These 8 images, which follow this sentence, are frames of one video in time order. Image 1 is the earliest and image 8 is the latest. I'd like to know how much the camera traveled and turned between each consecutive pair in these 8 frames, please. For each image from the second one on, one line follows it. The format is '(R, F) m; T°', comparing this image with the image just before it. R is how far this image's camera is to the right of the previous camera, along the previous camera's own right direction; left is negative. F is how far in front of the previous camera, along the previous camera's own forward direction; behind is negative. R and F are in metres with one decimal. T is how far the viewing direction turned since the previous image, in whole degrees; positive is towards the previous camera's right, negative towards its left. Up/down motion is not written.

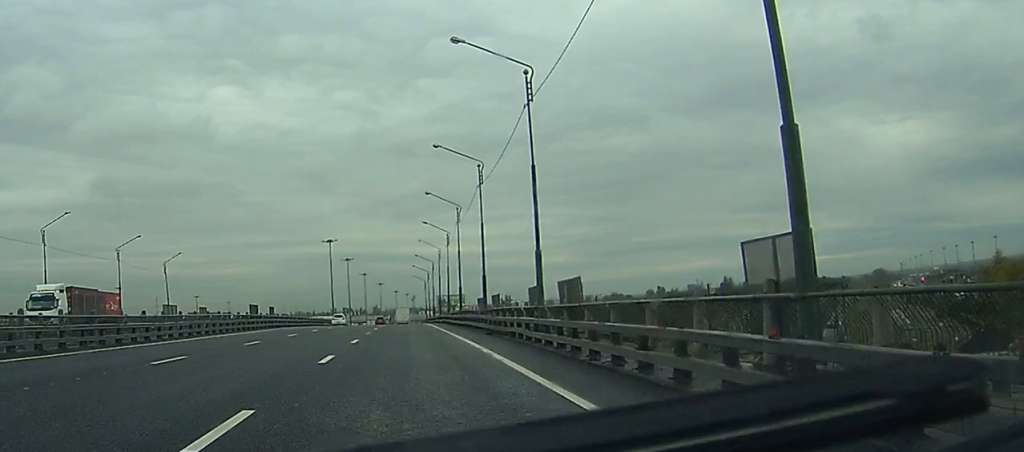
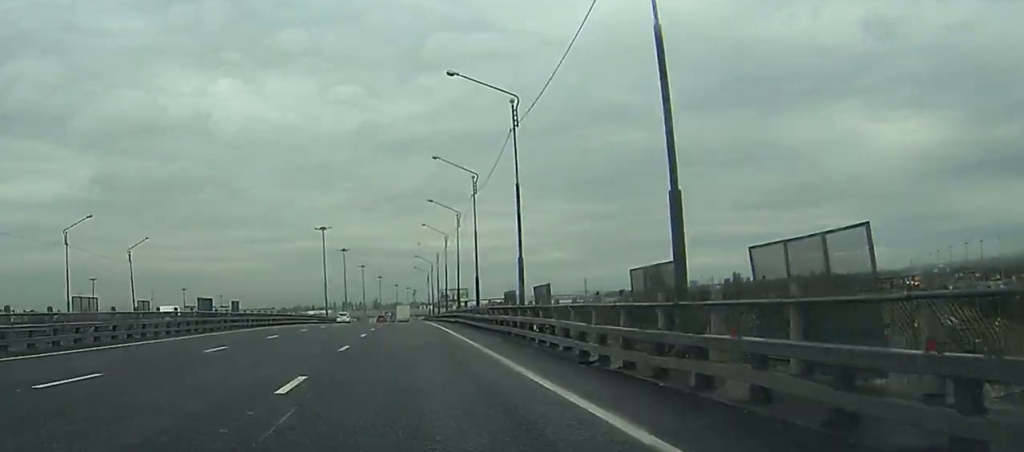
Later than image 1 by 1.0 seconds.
(0.0, +18.2) m; 0°
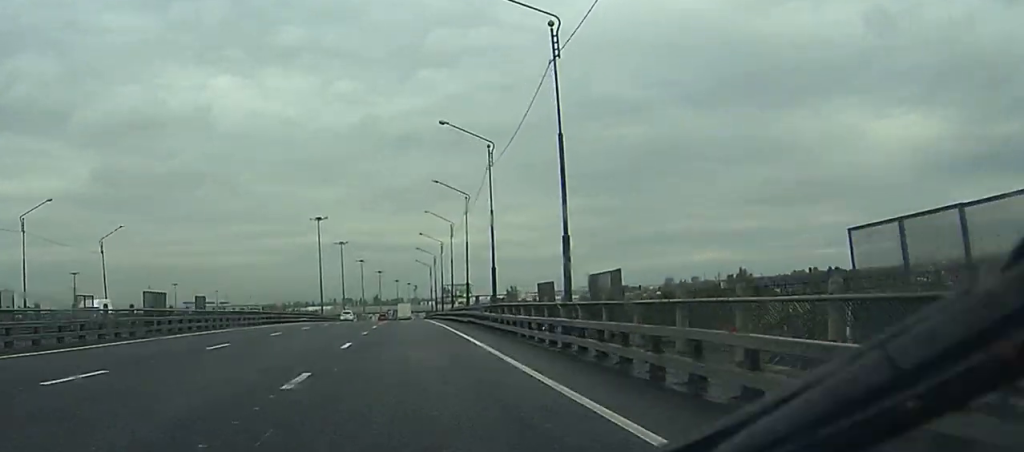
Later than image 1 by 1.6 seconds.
(0.0, +11.4) m; 0°
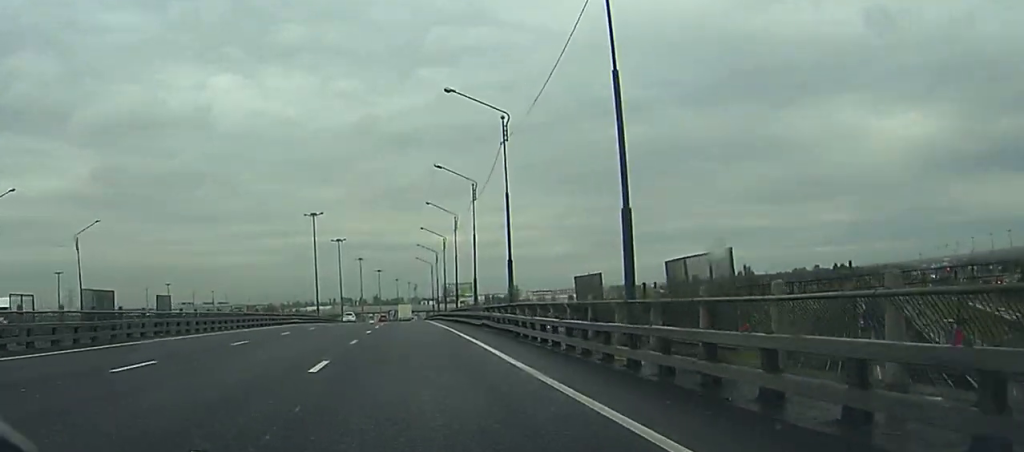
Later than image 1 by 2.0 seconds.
(-0.1, +8.4) m; 0°
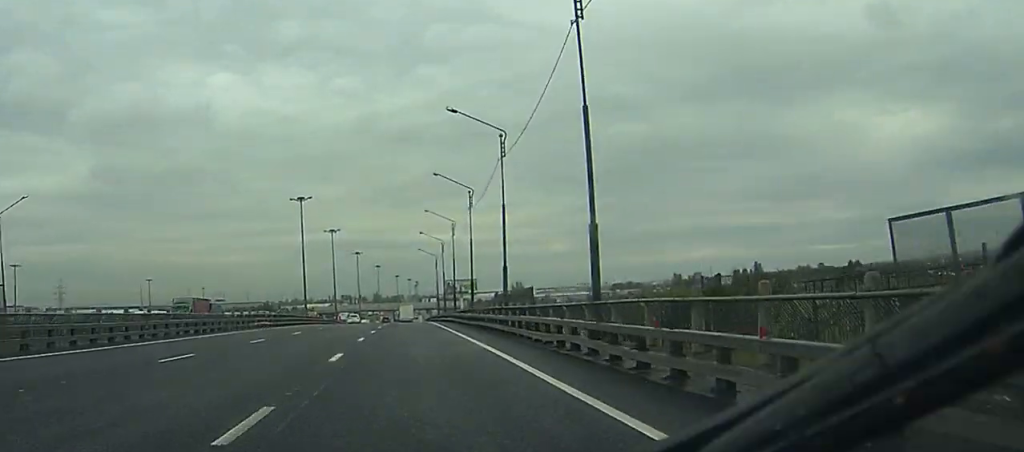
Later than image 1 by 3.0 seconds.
(-0.1, +20.1) m; 0°
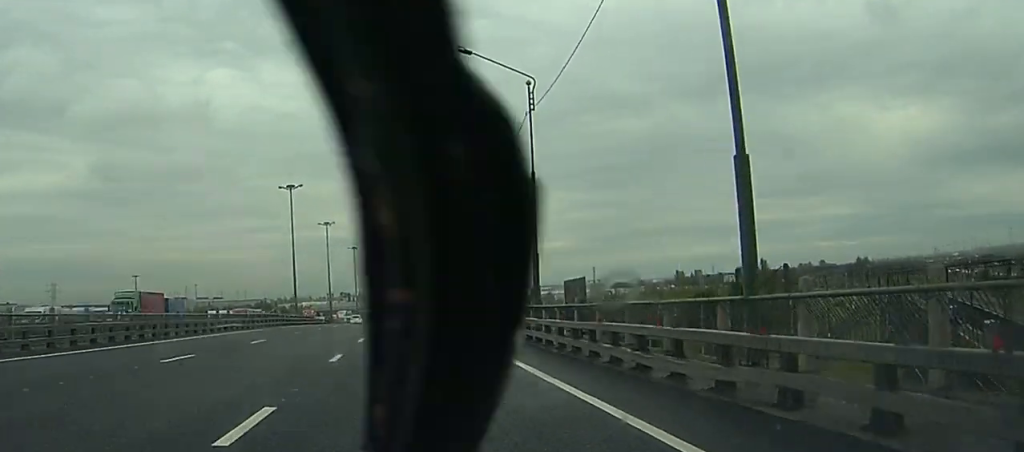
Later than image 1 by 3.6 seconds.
(0.0, +11.8) m; 0°
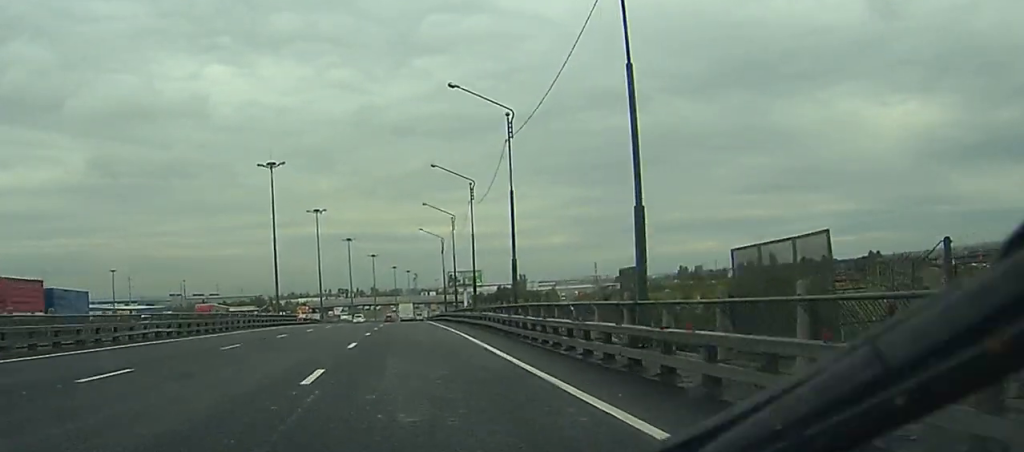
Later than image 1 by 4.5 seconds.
(0.0, +17.1) m; 0°
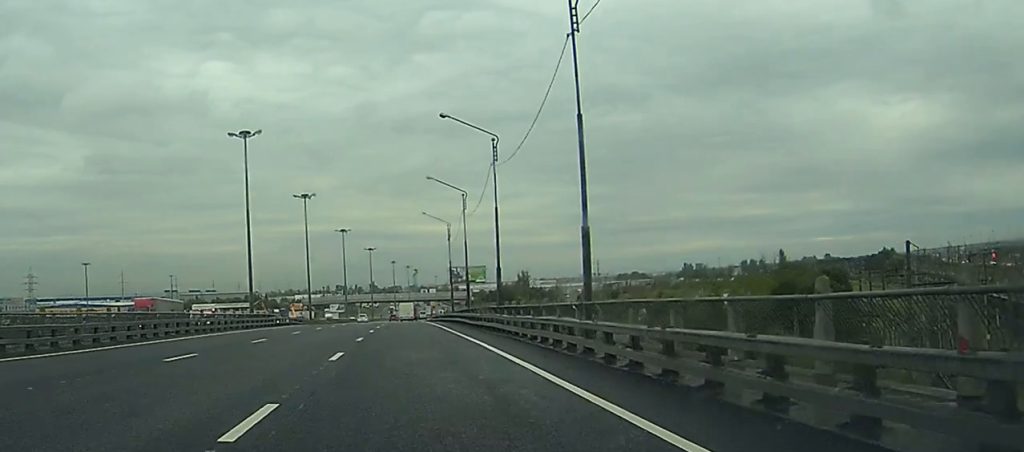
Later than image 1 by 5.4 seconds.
(0.0, +17.9) m; 0°
